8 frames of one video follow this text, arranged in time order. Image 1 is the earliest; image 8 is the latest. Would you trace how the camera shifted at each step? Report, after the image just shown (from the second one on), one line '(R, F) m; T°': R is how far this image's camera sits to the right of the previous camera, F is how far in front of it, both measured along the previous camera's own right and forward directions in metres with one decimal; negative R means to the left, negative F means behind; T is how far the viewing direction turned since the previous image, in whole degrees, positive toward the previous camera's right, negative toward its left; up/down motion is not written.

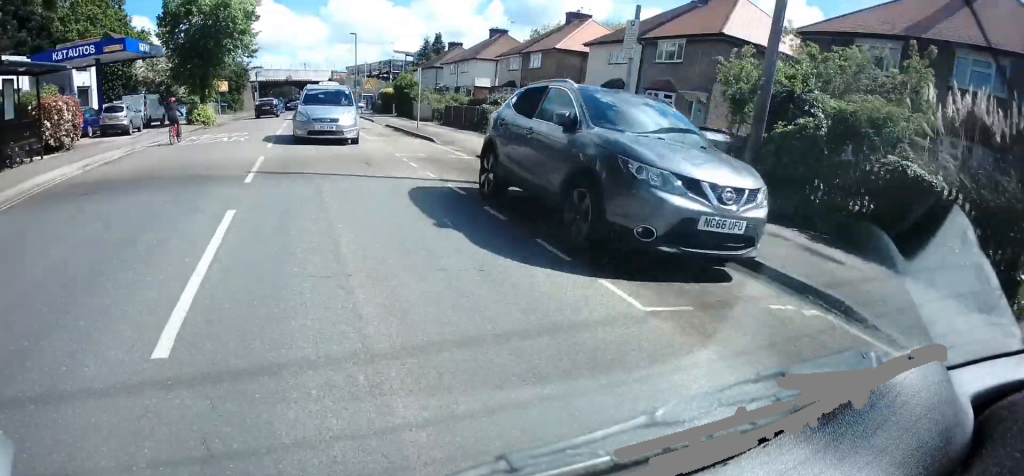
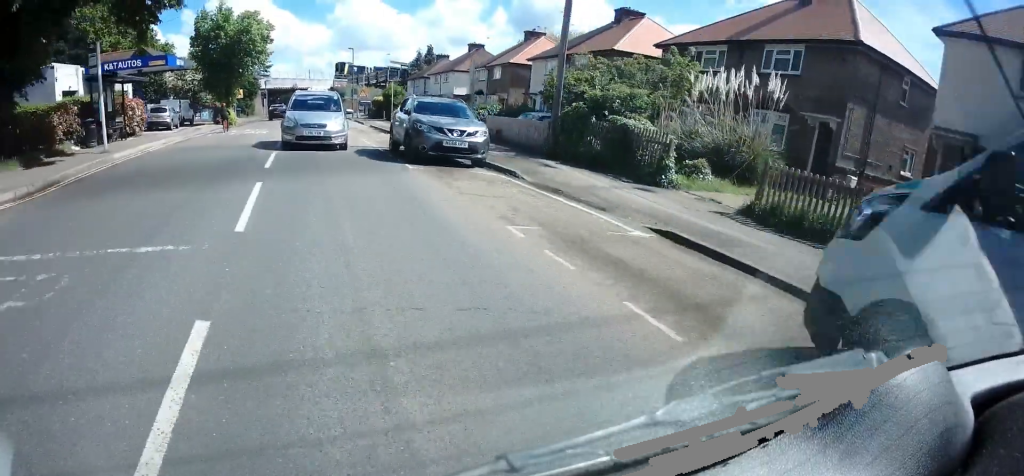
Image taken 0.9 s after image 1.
(-0.1, +7.9) m; -2°
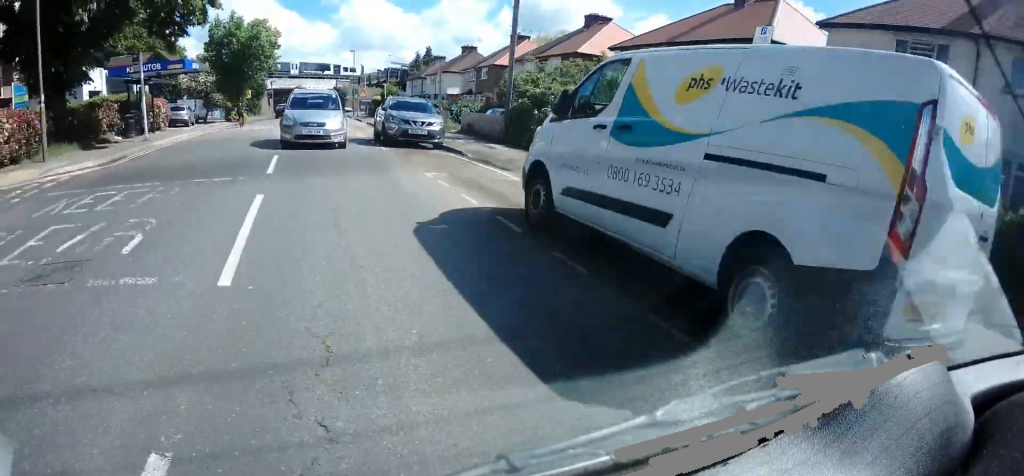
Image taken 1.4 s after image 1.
(-0.1, +3.9) m; 0°
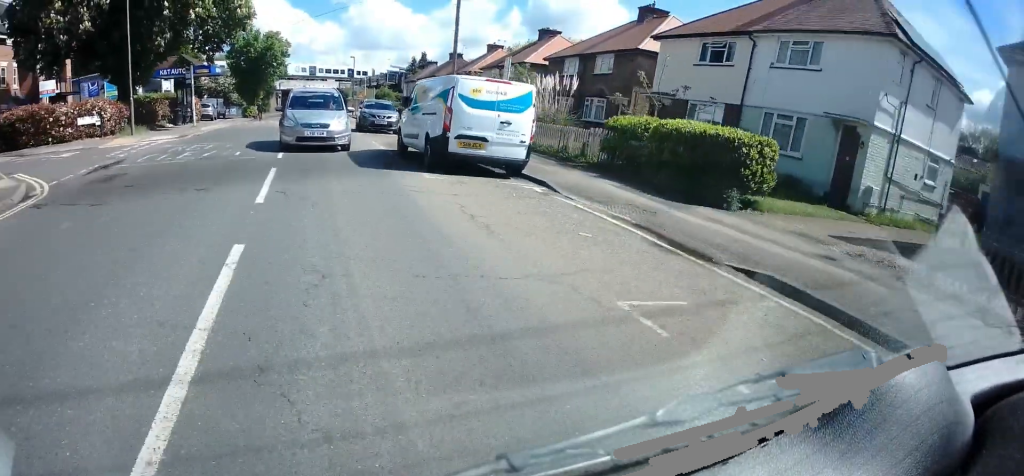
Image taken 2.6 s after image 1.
(0.0, +8.4) m; +1°
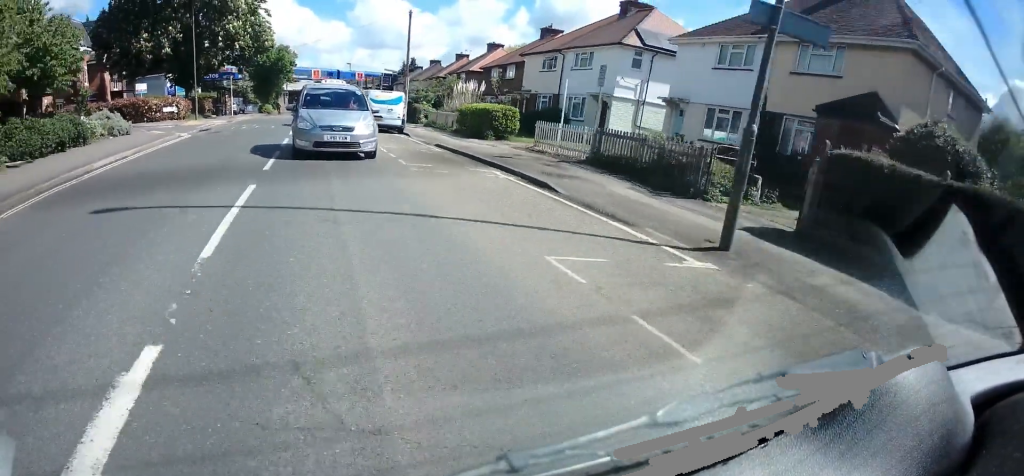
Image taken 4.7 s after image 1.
(-0.3, +15.8) m; -3°
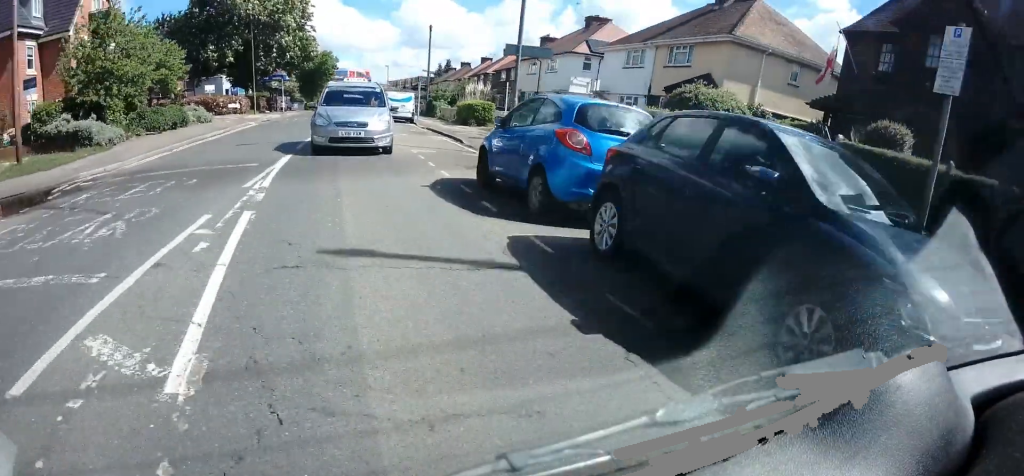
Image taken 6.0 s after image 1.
(-0.2, +11.1) m; -2°
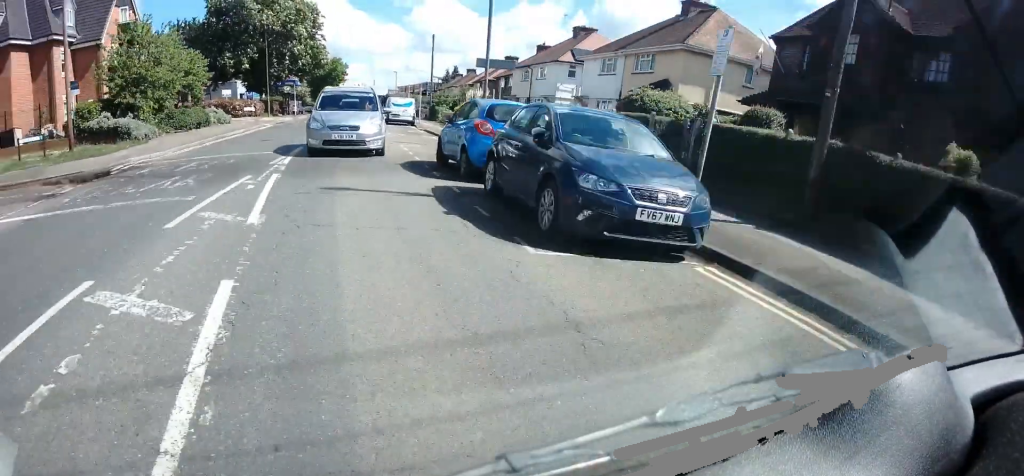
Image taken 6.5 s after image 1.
(0.0, +3.9) m; 0°
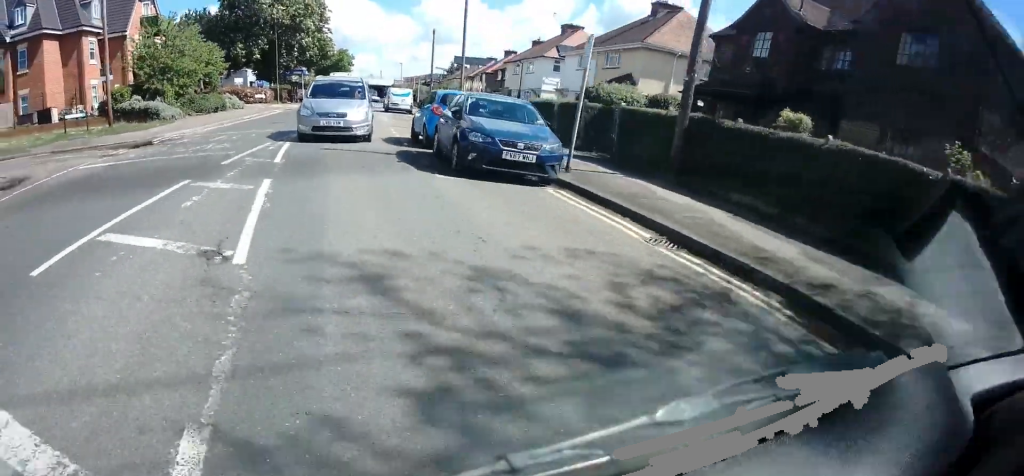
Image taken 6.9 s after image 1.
(-0.1, +4.2) m; 0°
